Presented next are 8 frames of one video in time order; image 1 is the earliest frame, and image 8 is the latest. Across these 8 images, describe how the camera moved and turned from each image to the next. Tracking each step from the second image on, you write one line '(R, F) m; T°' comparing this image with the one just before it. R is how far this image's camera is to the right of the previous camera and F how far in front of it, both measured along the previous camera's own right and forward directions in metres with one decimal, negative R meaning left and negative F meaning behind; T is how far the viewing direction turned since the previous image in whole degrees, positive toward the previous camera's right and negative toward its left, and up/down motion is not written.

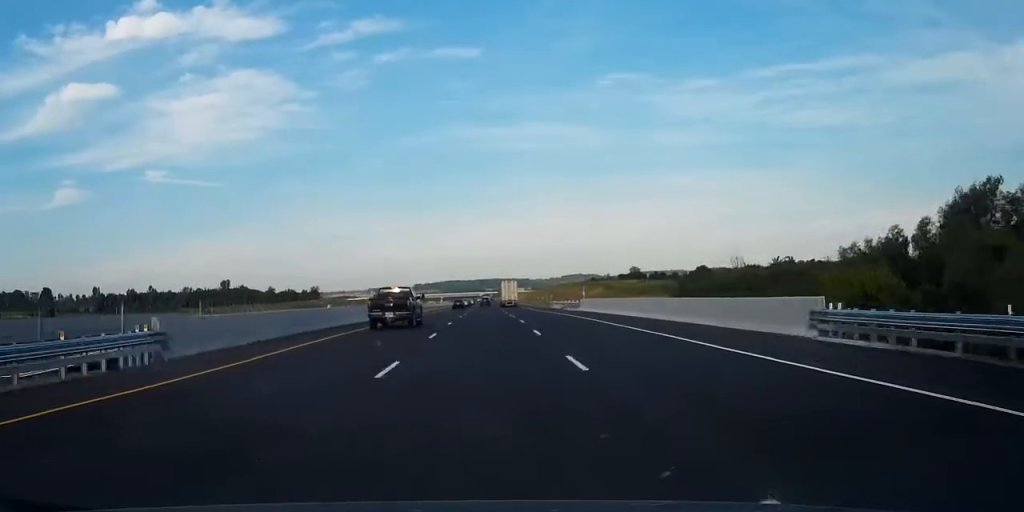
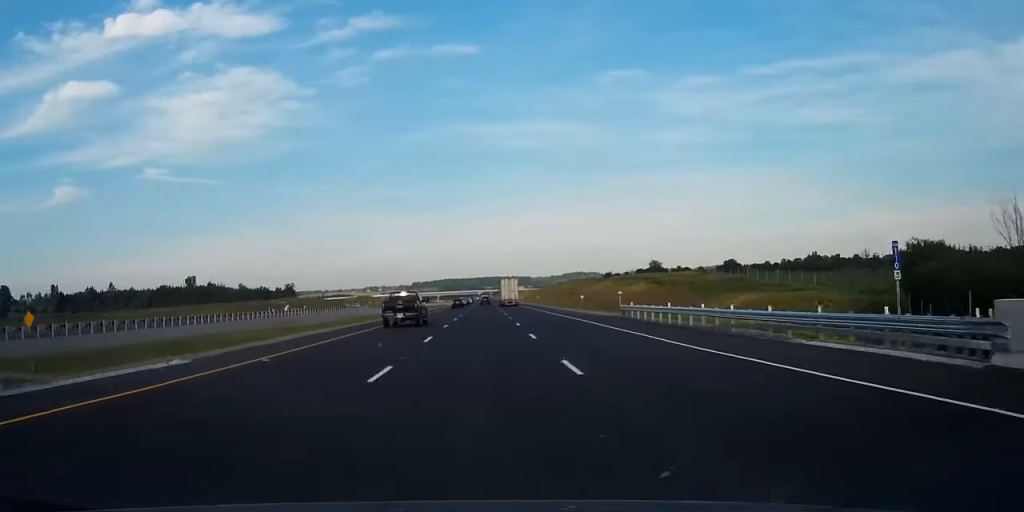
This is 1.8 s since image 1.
(+0.3, +59.6) m; 0°
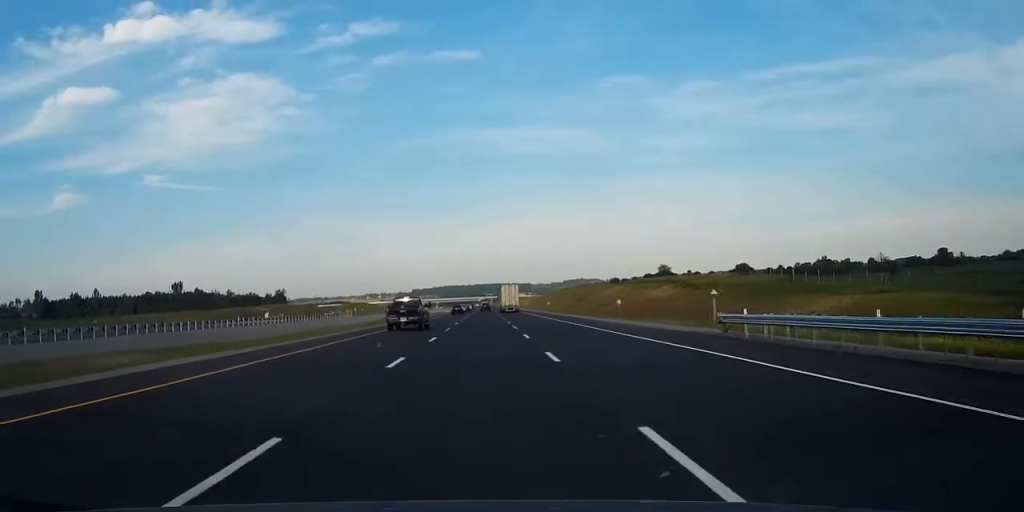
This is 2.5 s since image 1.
(-0.1, +20.6) m; 0°
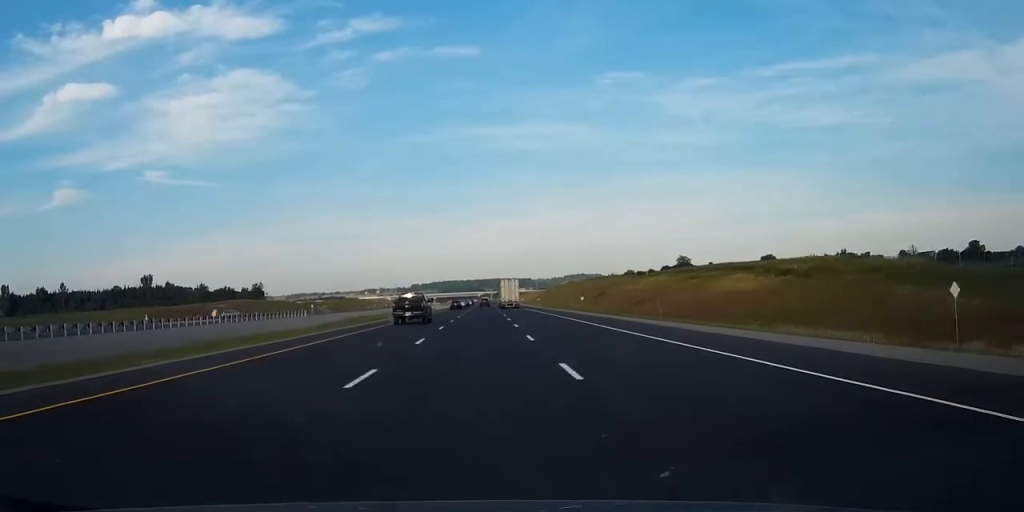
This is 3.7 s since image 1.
(-0.1, +40.1) m; 0°
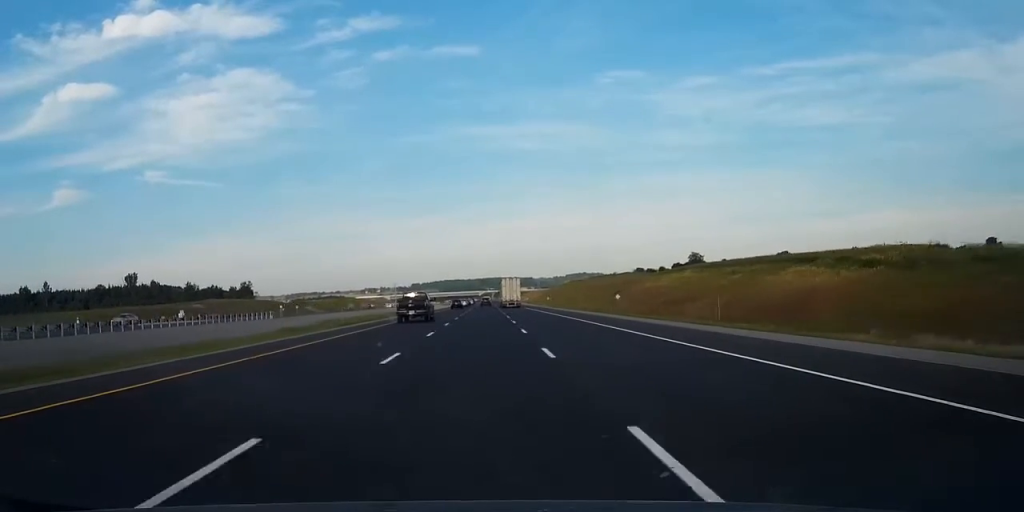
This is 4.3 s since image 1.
(0.0, +19.5) m; 0°
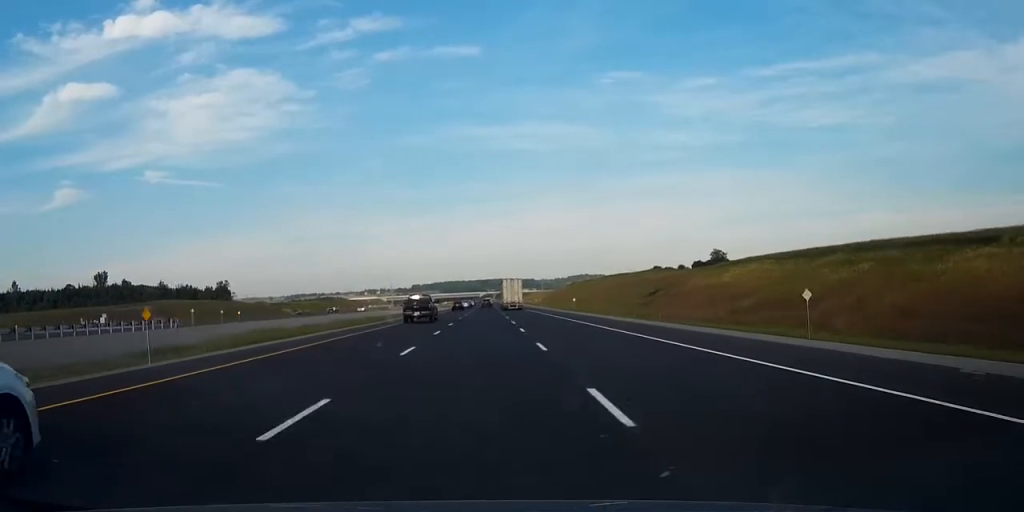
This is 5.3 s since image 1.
(-0.1, +32.4) m; 0°
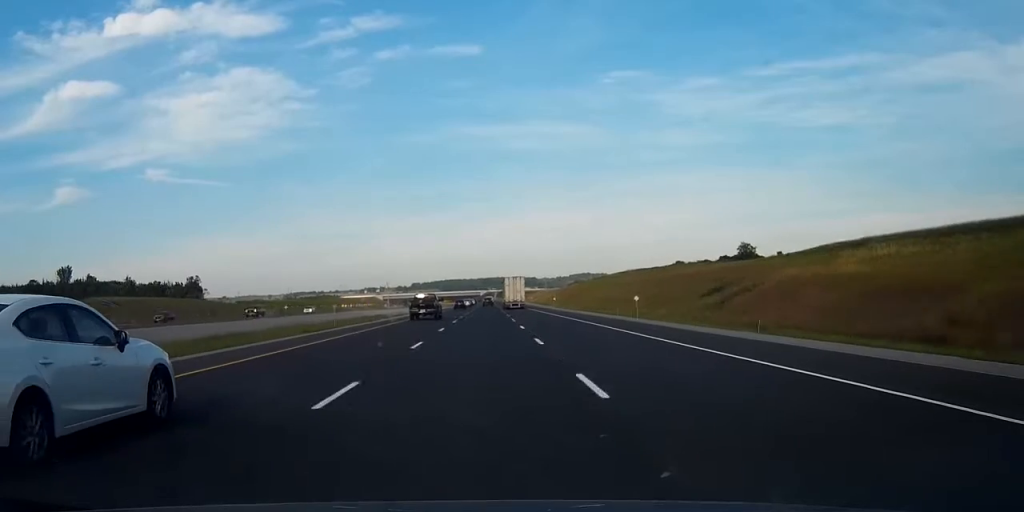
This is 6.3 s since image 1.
(0.0, +33.5) m; 0°
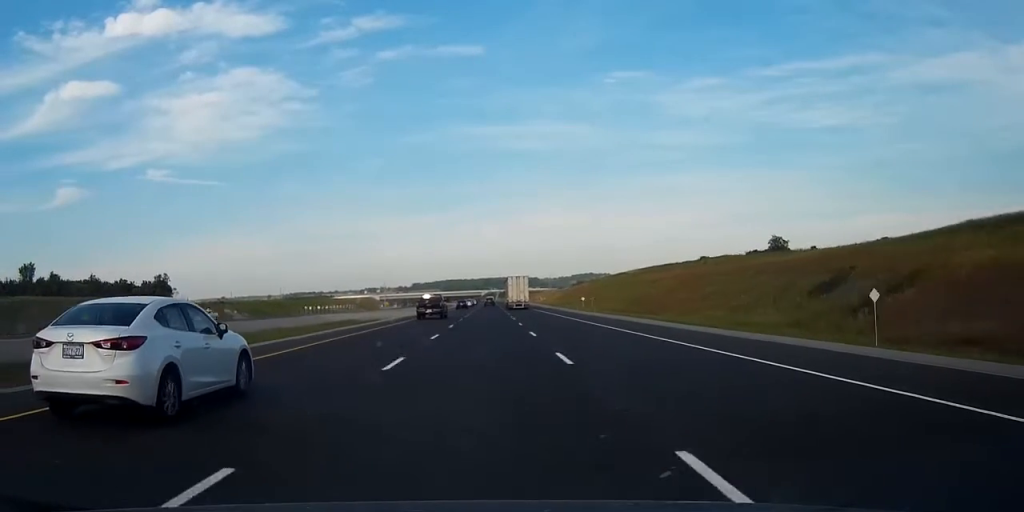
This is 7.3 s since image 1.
(0.0, +30.2) m; 0°
